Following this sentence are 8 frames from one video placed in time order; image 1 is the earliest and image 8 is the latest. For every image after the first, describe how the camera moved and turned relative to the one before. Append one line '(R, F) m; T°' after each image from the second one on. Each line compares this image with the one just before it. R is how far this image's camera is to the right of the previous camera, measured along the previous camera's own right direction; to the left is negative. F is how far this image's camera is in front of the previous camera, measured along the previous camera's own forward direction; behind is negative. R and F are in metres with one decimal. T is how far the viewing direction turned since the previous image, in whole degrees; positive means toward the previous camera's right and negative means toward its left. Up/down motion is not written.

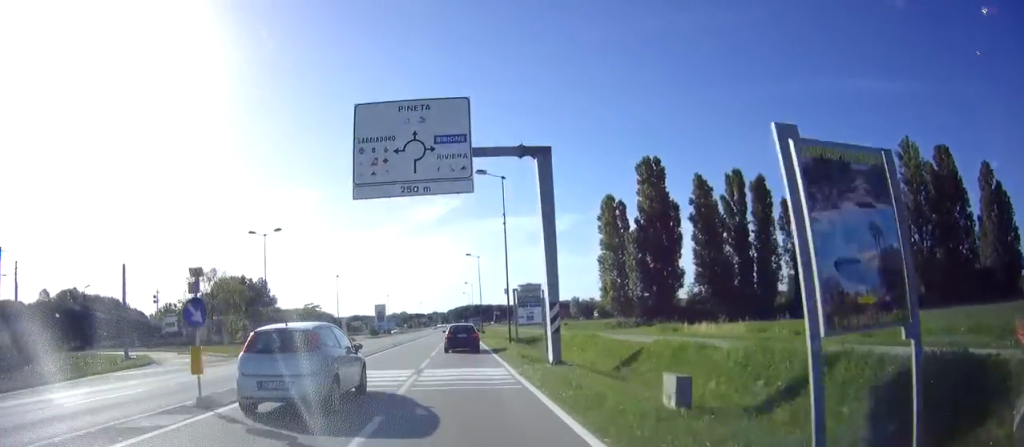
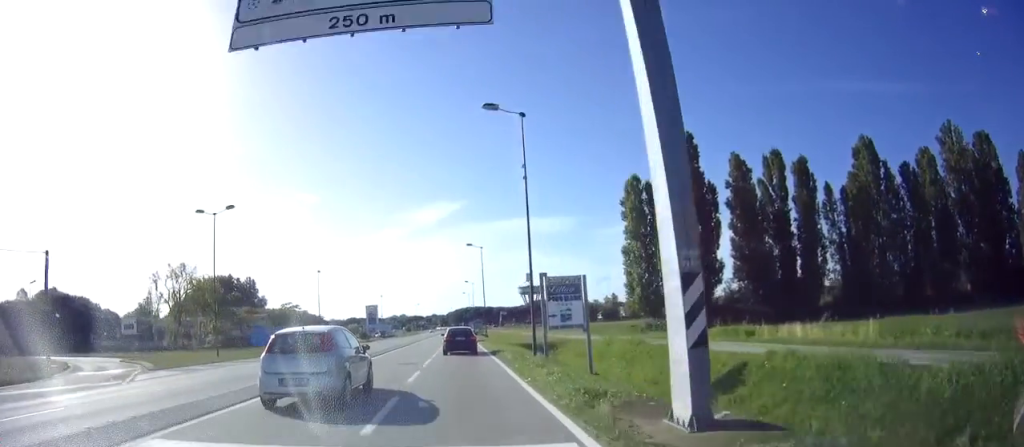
(-0.1, +10.2) m; +1°
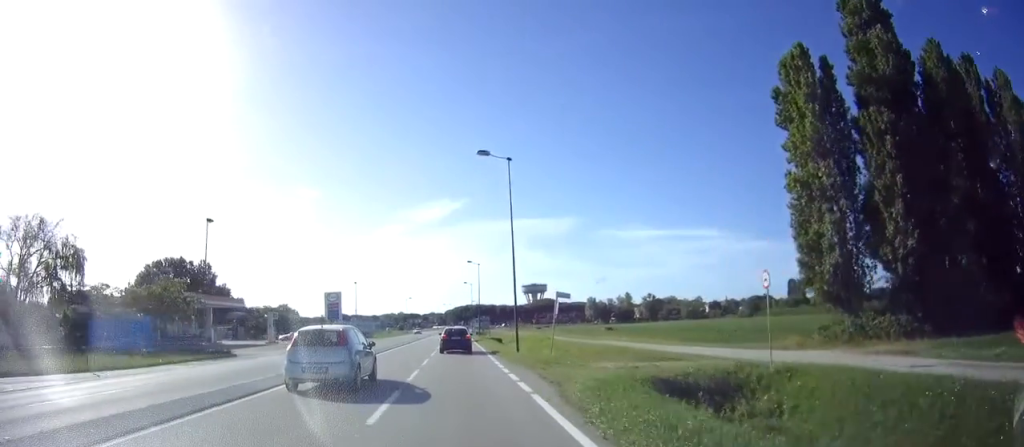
(+0.5, +30.9) m; +1°
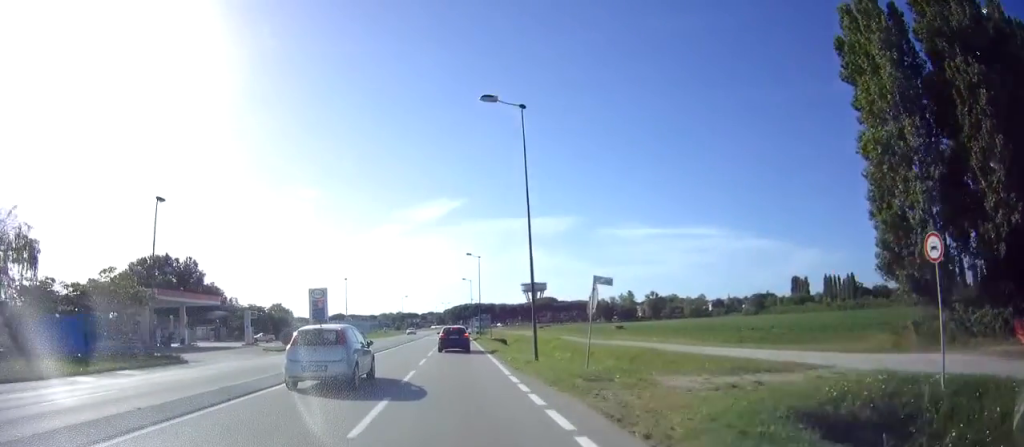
(0.0, +7.3) m; 0°
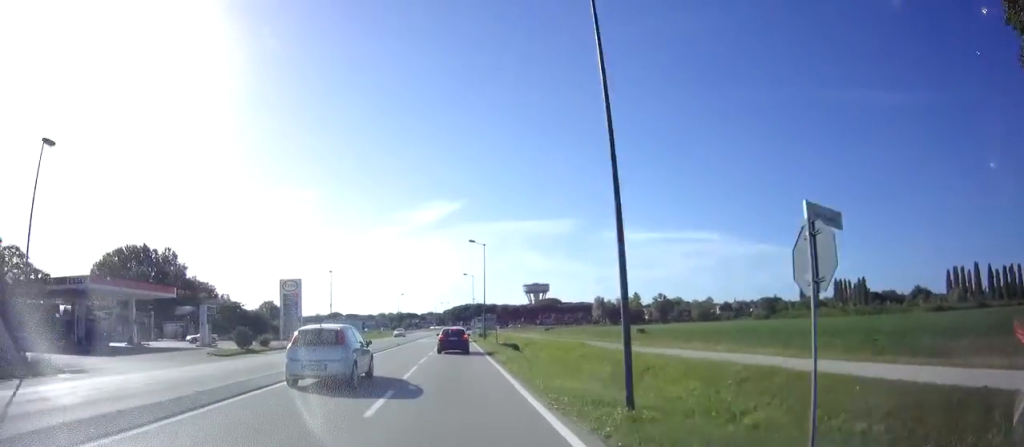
(-0.1, +10.6) m; 0°
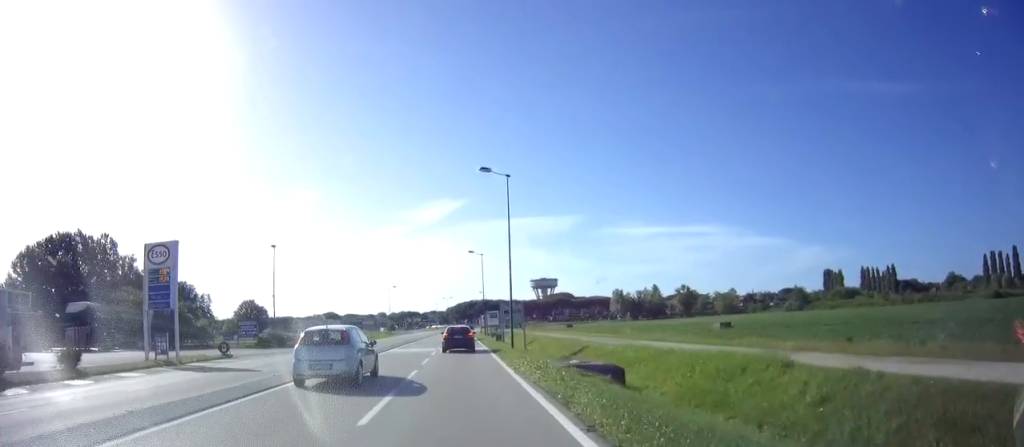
(-0.3, +24.7) m; -1°
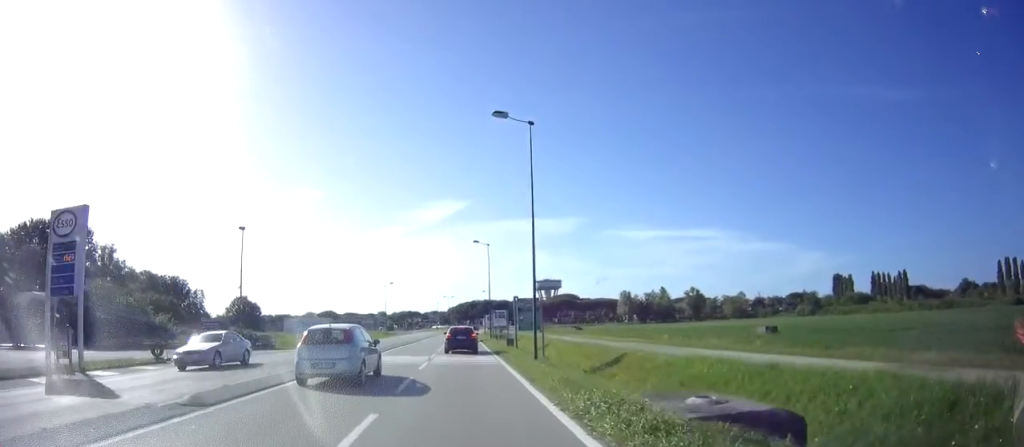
(-0.2, +8.4) m; 0°
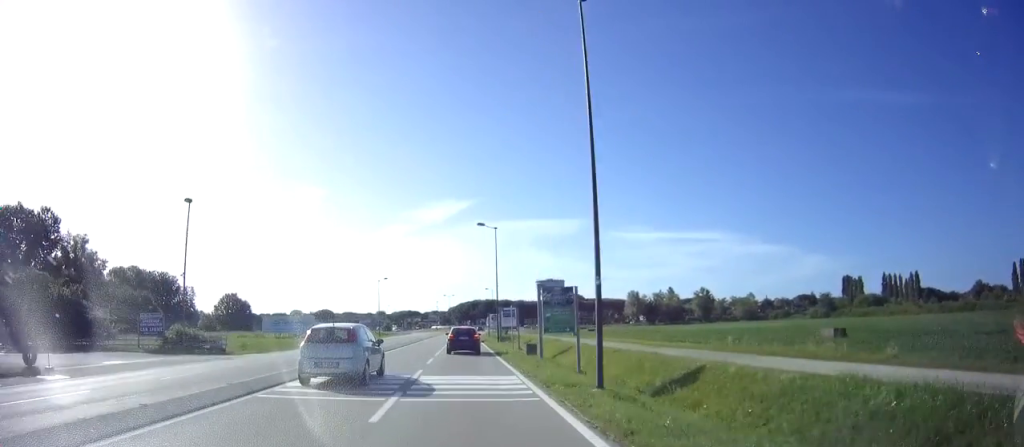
(+0.1, +9.5) m; +1°
